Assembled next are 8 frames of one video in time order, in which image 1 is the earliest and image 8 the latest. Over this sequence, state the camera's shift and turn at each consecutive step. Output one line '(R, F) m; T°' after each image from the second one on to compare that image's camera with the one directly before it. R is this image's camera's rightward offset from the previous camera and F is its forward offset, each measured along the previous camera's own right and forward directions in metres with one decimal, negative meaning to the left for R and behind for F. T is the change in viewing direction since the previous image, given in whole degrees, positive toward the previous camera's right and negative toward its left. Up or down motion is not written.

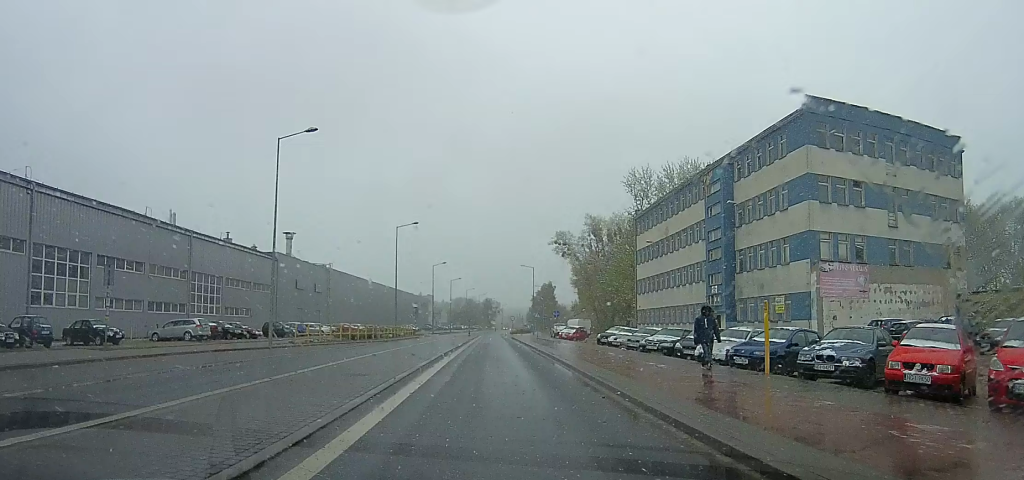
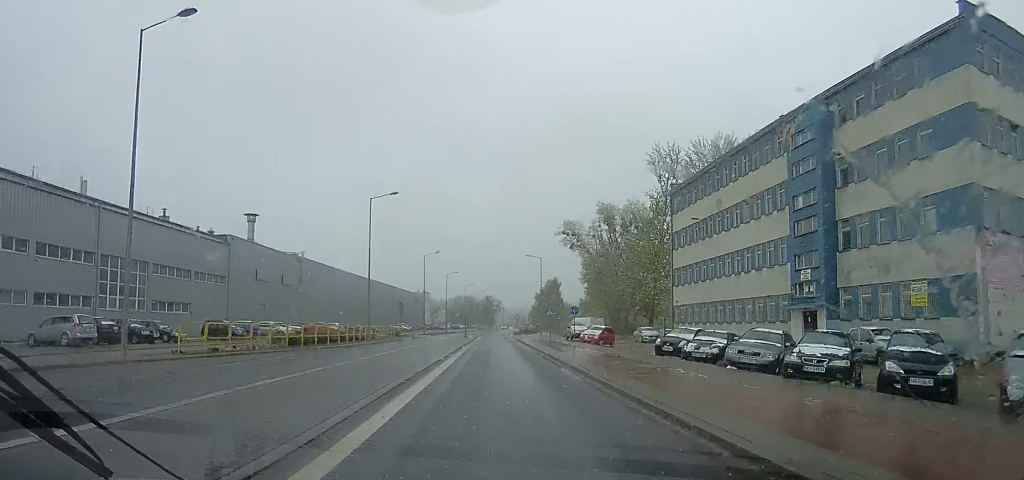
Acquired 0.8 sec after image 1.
(-0.2, +11.9) m; -1°
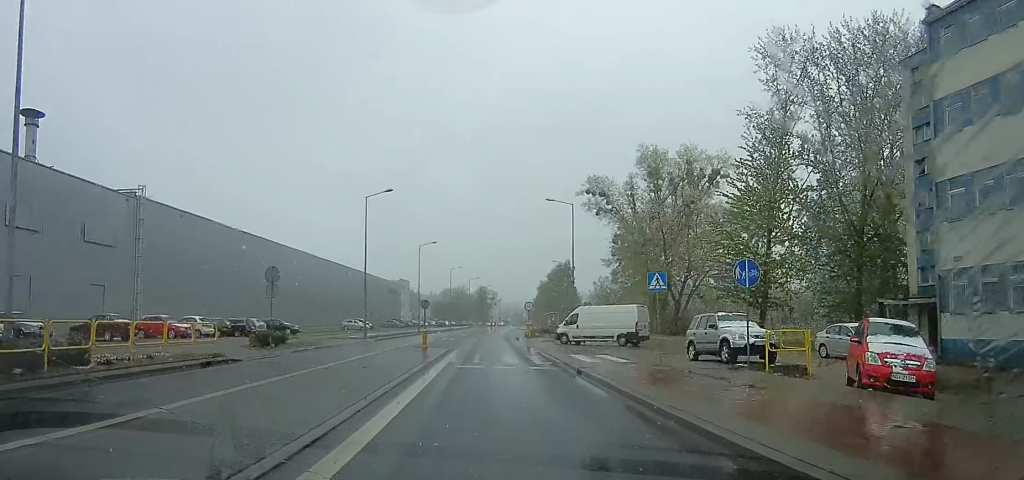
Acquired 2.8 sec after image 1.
(+0.7, +31.9) m; +2°
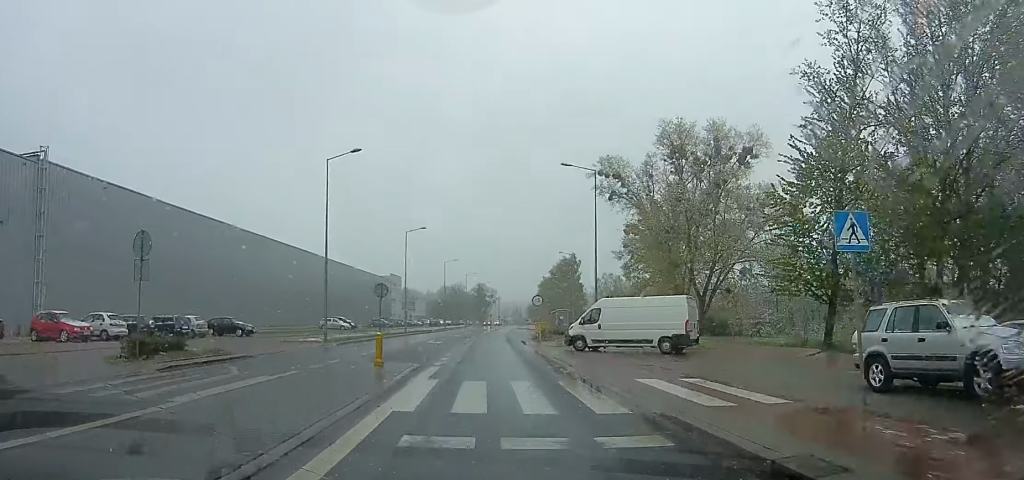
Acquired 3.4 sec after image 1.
(+0.2, +9.6) m; -2°
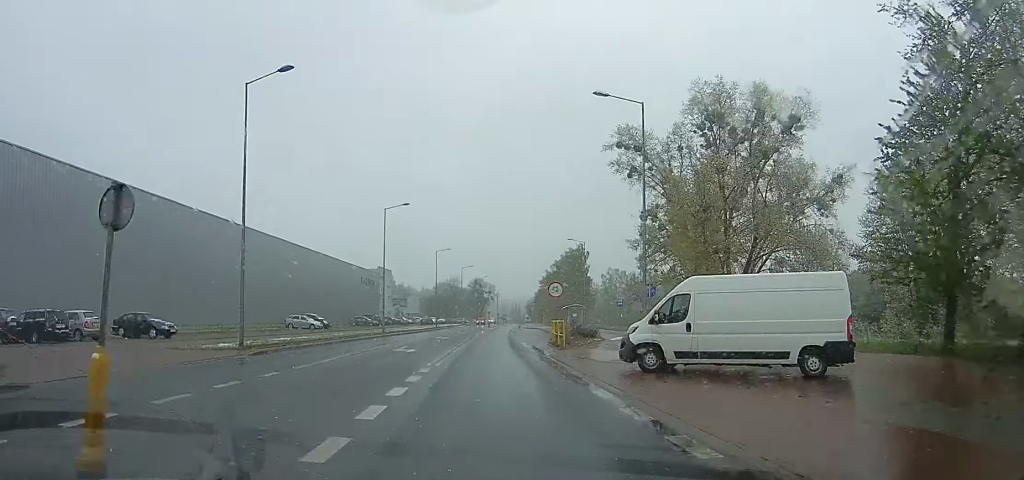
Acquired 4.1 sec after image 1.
(-0.6, +10.8) m; 0°
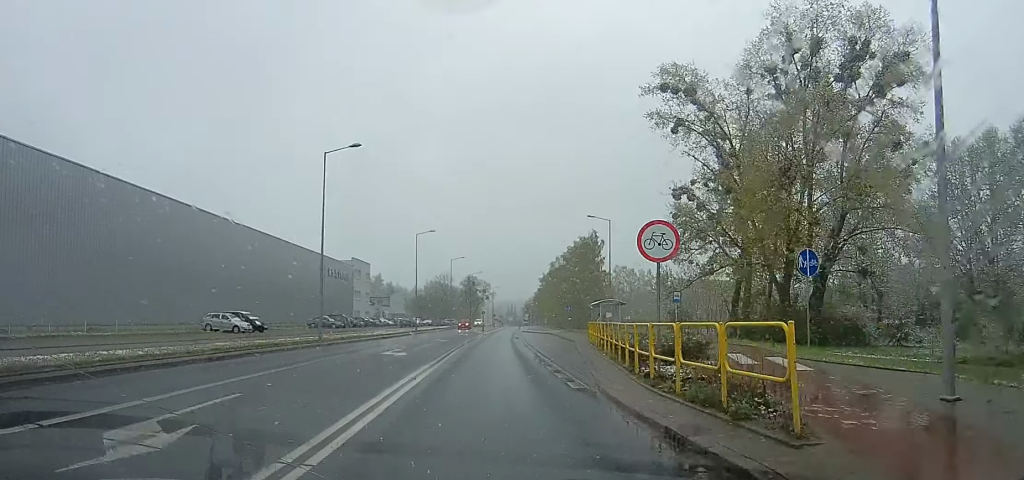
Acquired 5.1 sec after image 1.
(+0.3, +16.4) m; +3°
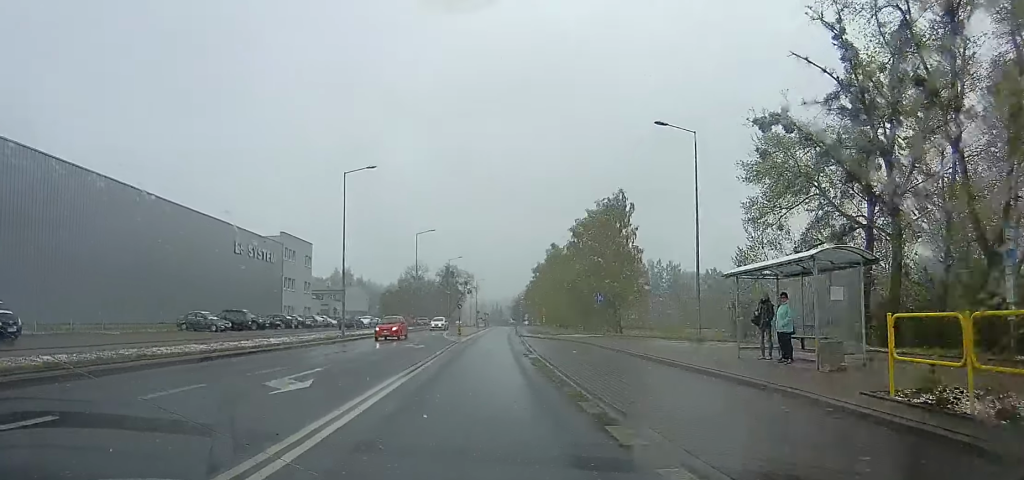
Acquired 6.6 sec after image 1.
(+0.7, +24.7) m; +2°
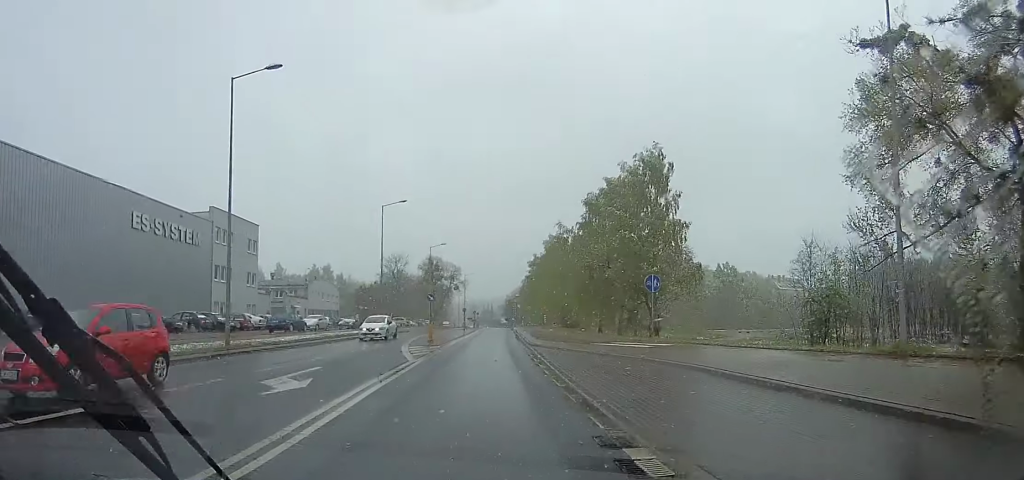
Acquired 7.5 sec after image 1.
(0.0, +15.0) m; 0°
